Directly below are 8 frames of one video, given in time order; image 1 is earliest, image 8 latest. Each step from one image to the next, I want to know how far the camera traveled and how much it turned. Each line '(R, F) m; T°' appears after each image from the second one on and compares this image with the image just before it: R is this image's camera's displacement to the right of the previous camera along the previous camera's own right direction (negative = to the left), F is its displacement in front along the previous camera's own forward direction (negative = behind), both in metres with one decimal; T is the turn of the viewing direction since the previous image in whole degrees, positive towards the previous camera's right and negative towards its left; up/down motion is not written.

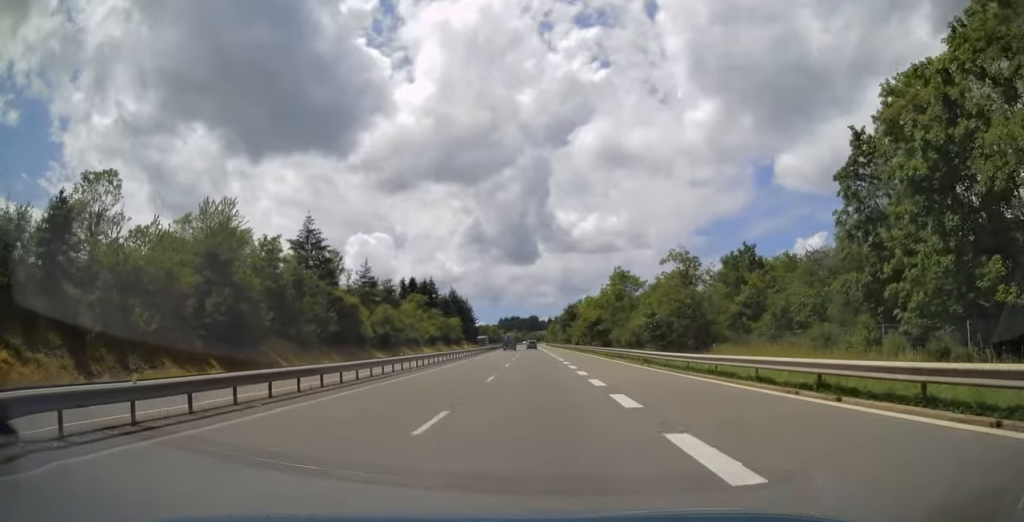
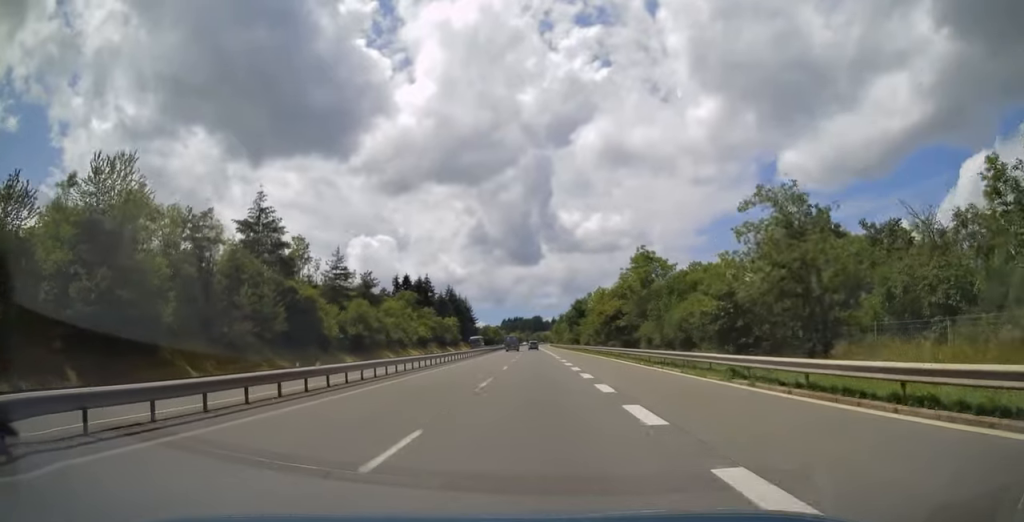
(+0.1, +15.3) m; 0°
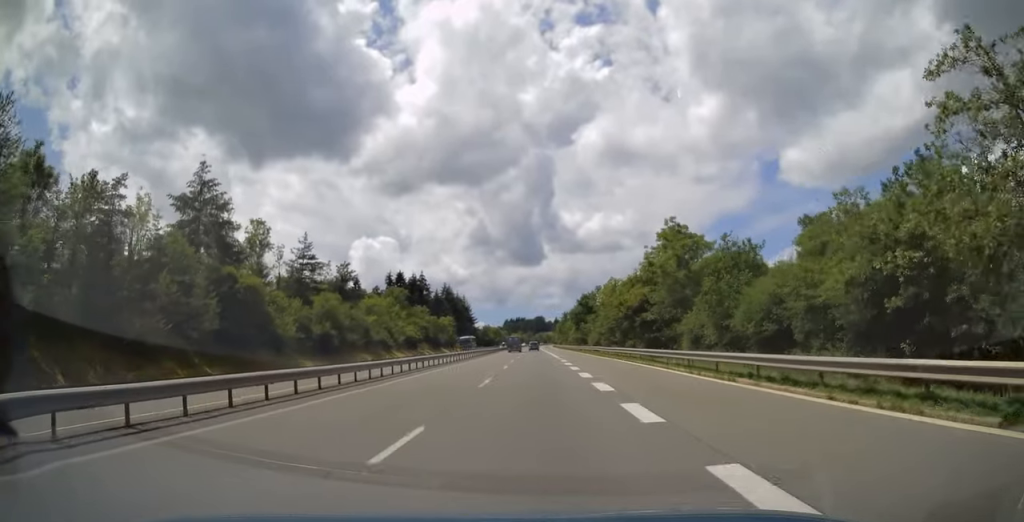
(-0.1, +12.8) m; 0°
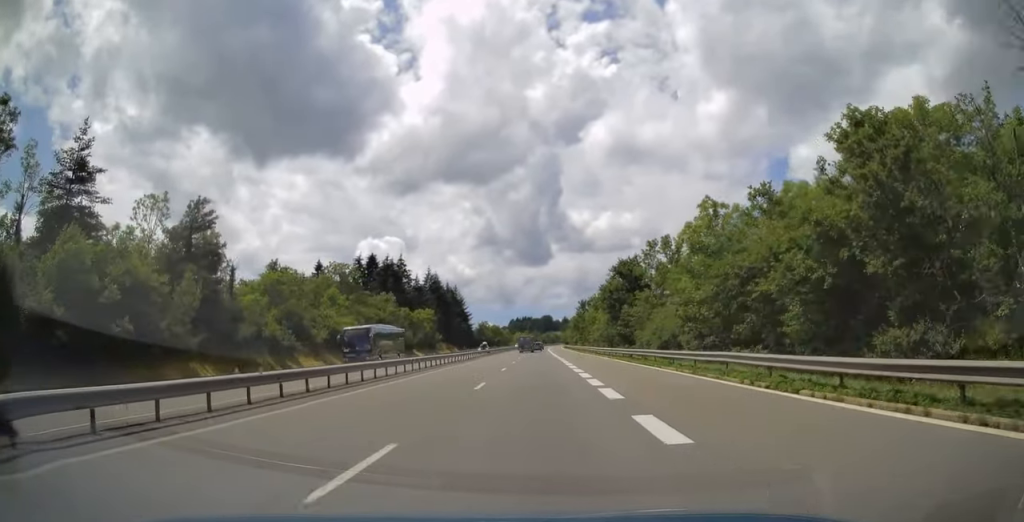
(-0.4, +40.8) m; -1°
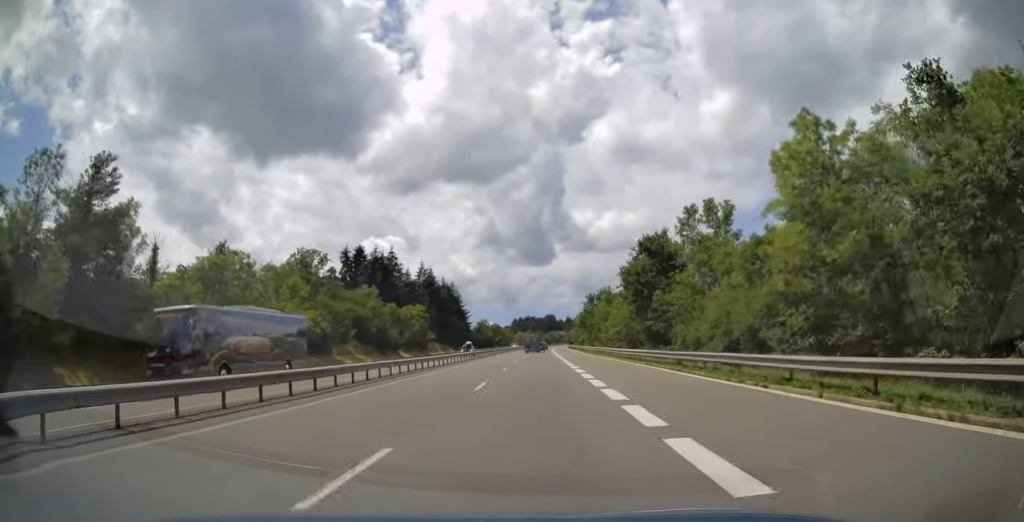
(0.0, +13.3) m; 0°
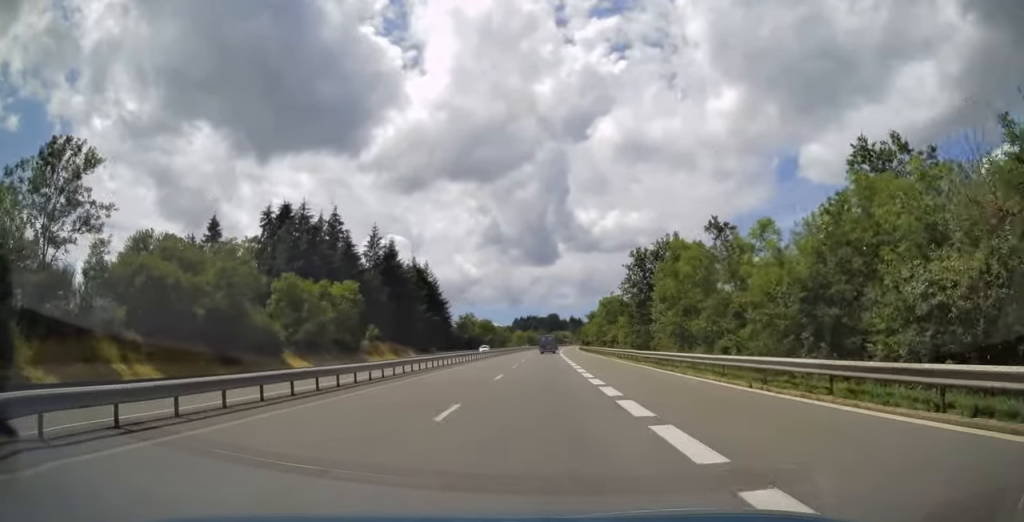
(-0.5, +45.9) m; -1°
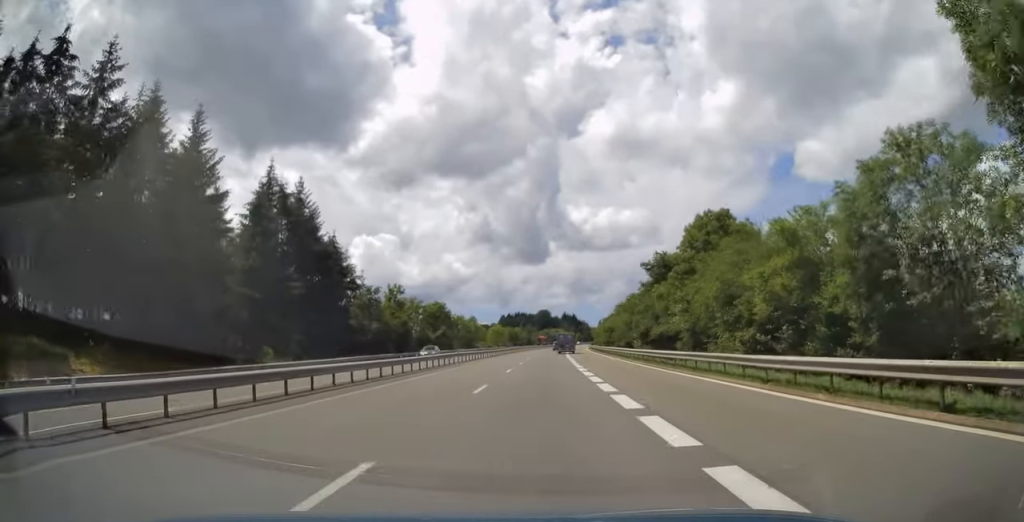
(+0.4, +71.9) m; +1°
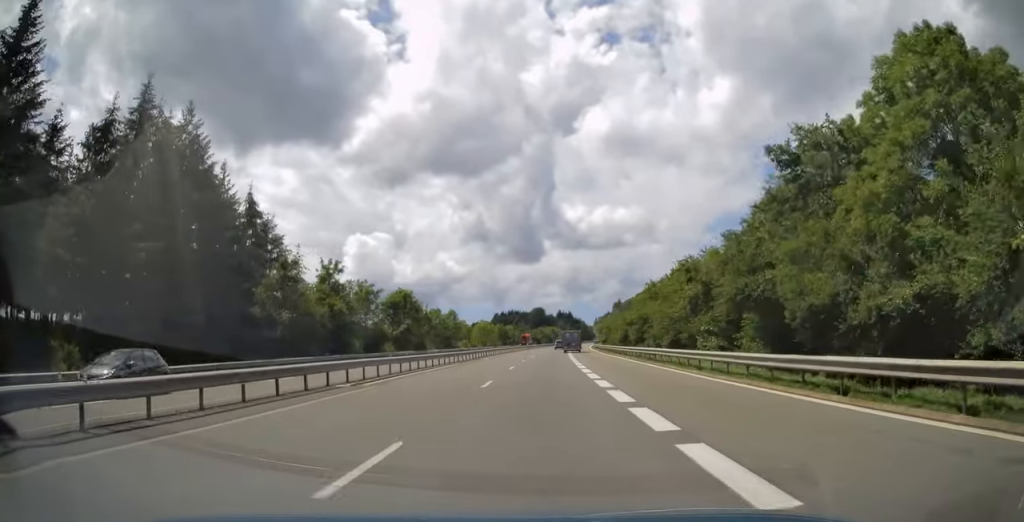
(0.0, +24.5) m; 0°
